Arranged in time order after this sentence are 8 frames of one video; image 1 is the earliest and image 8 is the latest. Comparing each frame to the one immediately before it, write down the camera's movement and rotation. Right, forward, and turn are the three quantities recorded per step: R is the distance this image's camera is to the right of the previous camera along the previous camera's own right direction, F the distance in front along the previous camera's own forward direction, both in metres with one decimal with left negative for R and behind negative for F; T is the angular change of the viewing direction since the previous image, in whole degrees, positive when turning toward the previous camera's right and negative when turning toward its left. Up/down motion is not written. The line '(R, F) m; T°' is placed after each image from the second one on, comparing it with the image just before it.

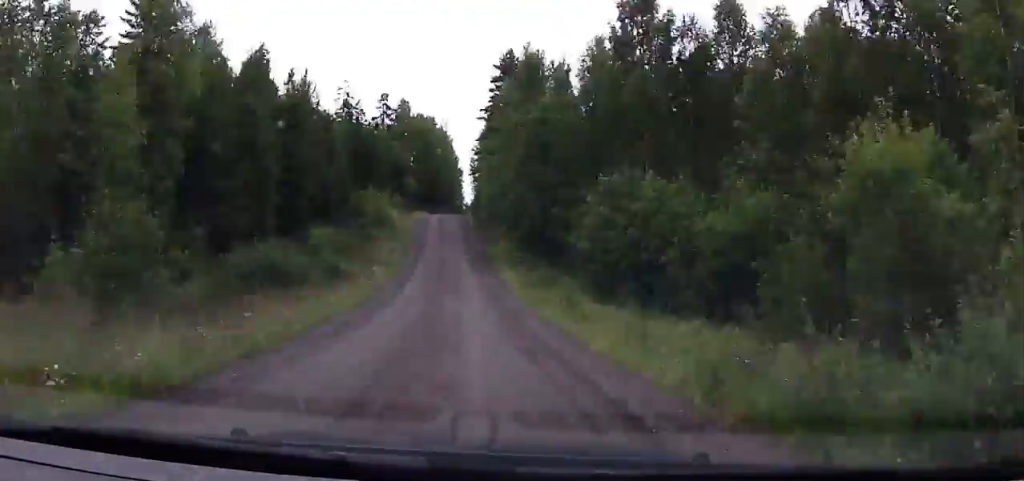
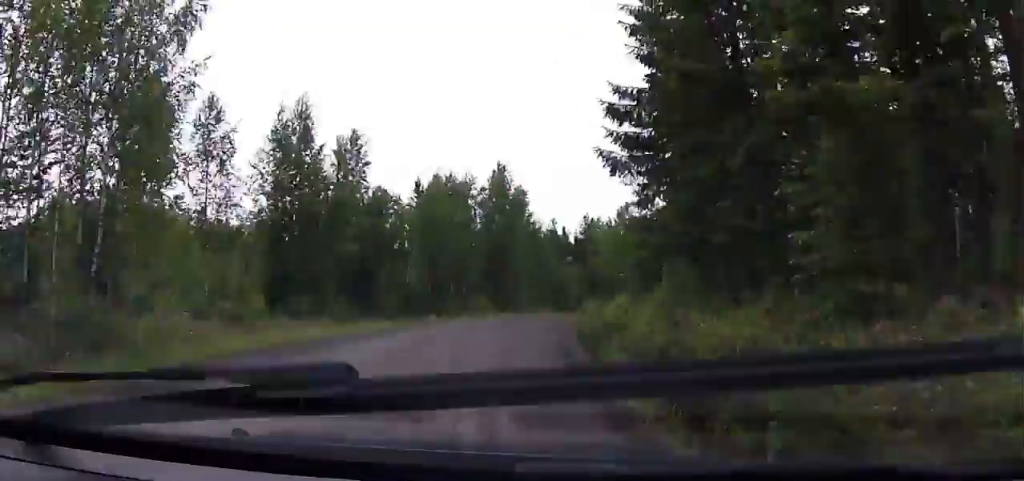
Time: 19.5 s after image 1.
(-15.7, +309.6) m; +3°
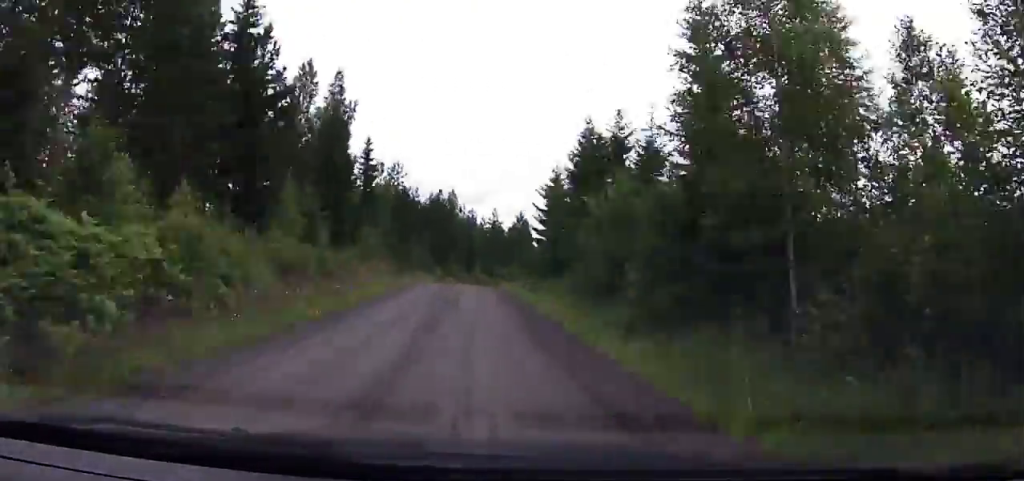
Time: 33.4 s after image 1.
(+23.4, +216.1) m; +14°
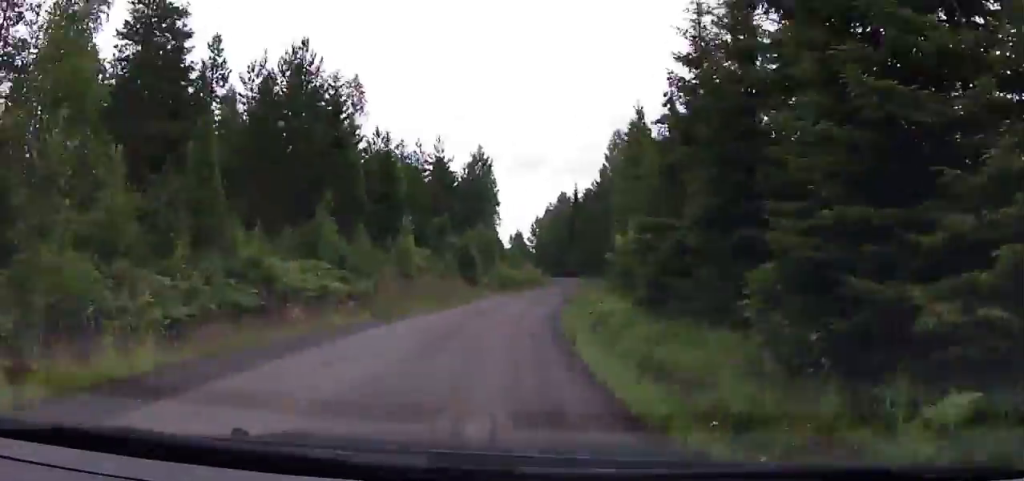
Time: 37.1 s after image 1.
(+5.7, +54.8) m; +3°
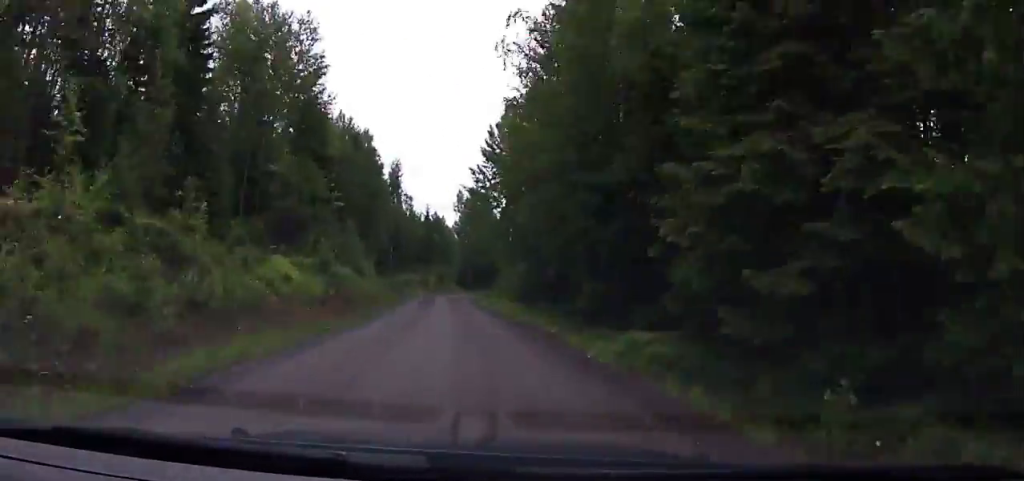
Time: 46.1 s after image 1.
(+9.2, +130.2) m; +1°
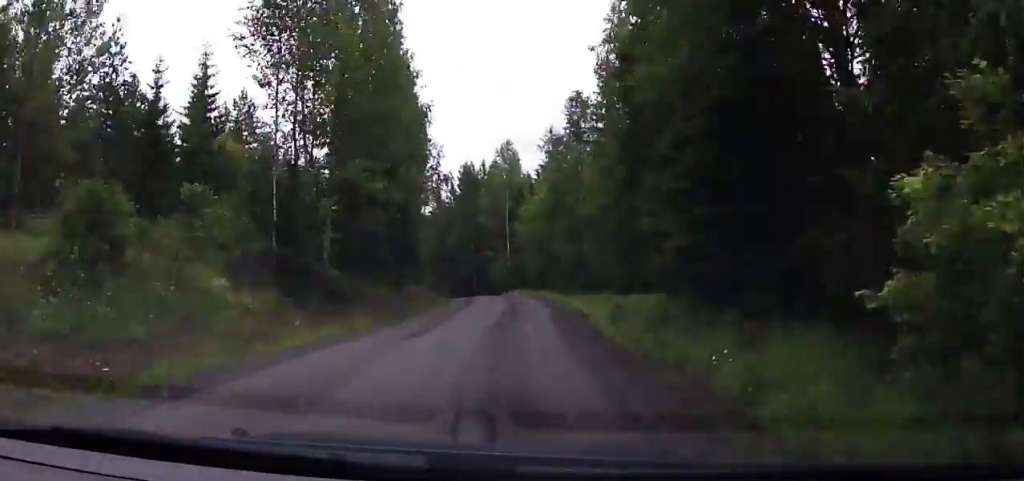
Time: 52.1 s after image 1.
(+2.1, +85.2) m; -5°
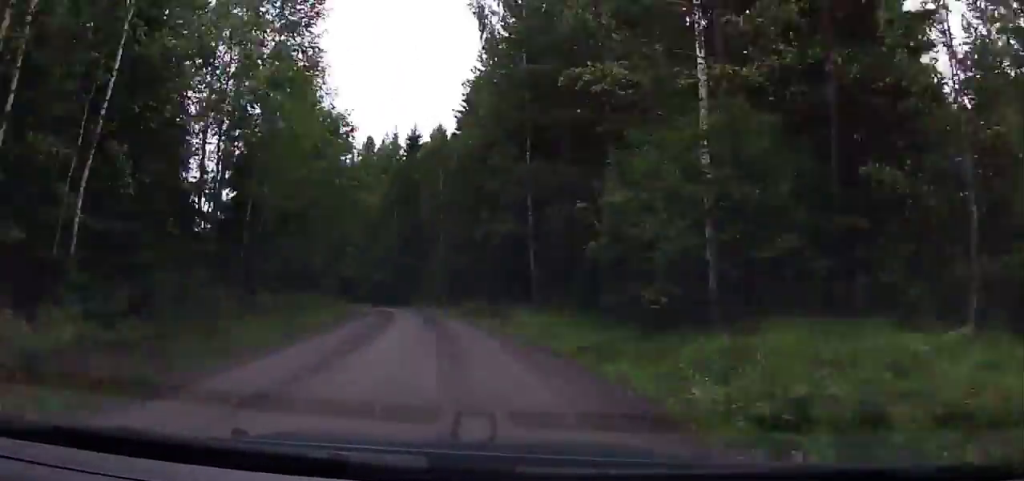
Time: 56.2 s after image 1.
(-6.7, +57.8) m; -5°
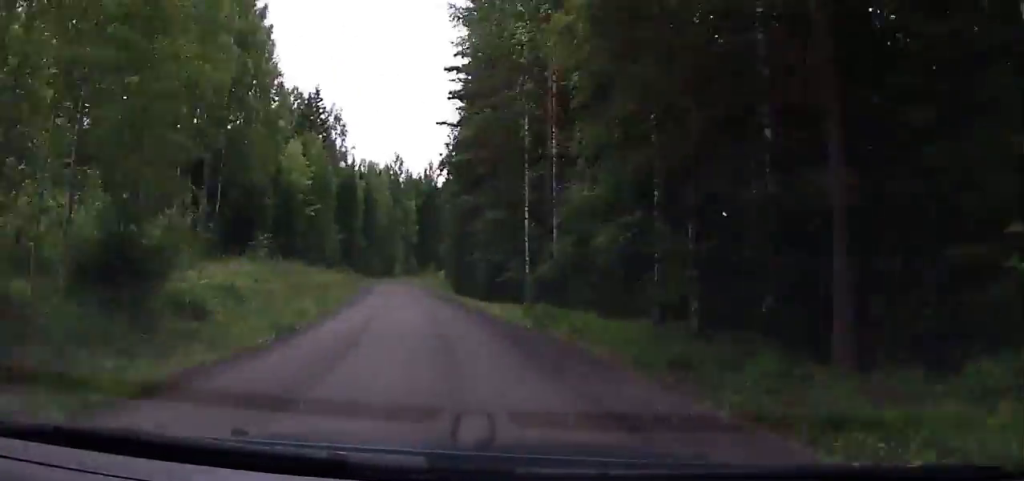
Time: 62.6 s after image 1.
(-6.3, +90.3) m; -4°
